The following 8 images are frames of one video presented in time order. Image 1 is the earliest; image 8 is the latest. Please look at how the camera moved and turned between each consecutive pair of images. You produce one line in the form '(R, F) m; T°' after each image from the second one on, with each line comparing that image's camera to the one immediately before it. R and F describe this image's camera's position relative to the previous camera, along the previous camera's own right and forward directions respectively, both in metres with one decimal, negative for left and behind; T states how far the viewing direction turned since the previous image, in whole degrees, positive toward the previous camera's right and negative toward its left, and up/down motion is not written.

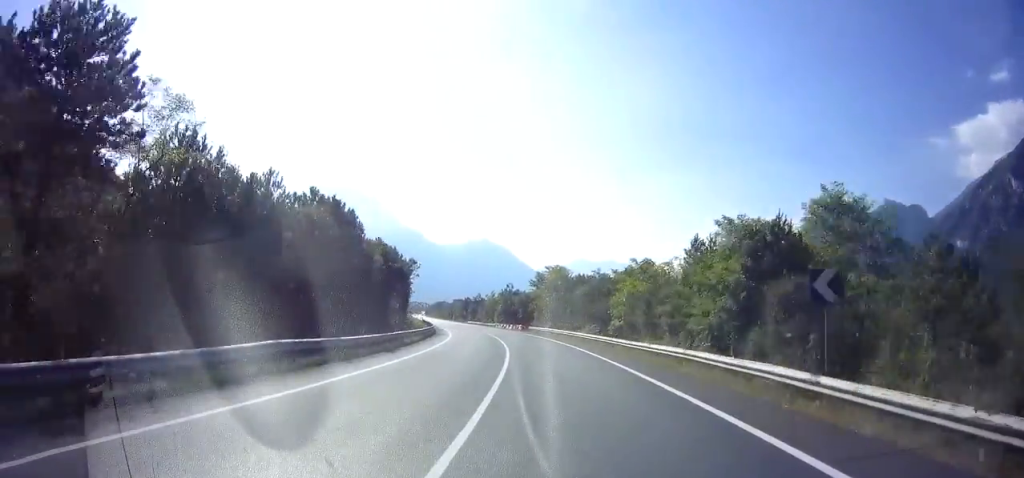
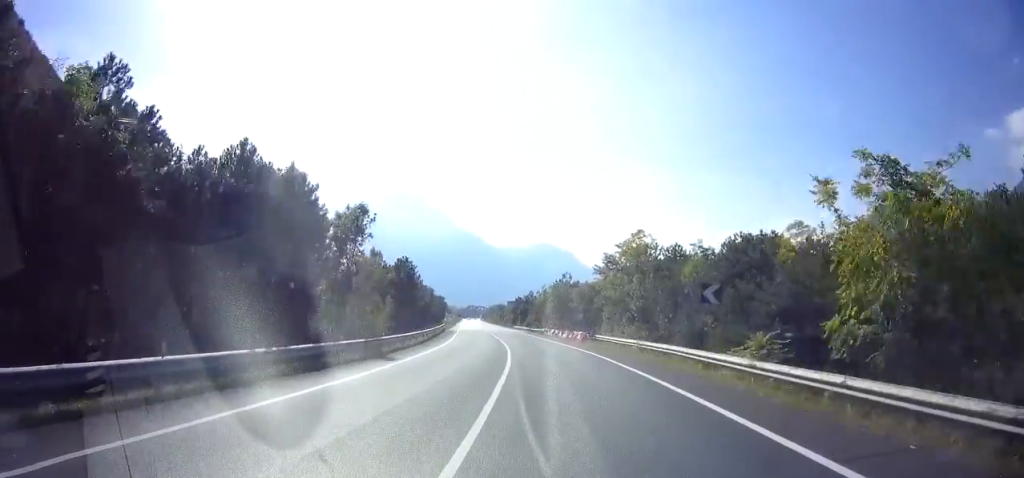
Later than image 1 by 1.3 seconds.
(-2.2, +27.6) m; -8°
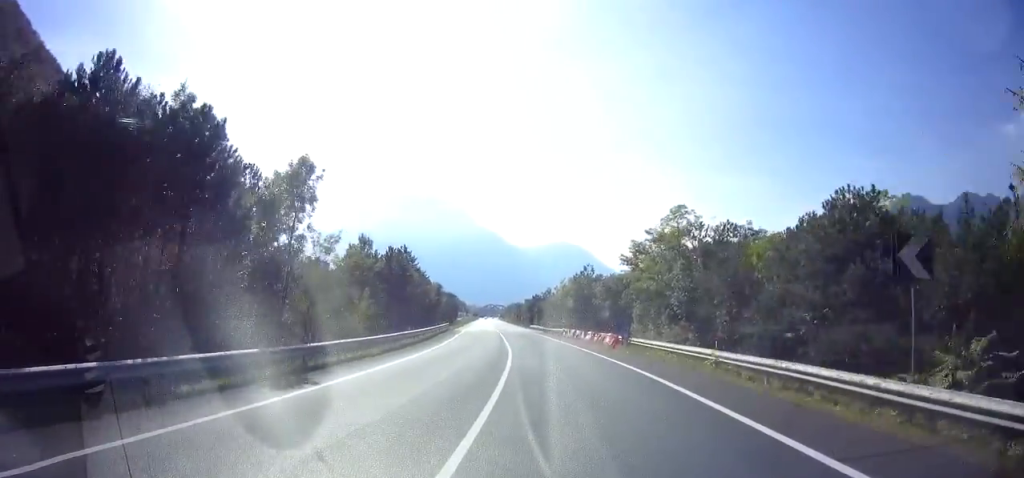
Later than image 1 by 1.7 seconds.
(-0.3, +9.2) m; -2°
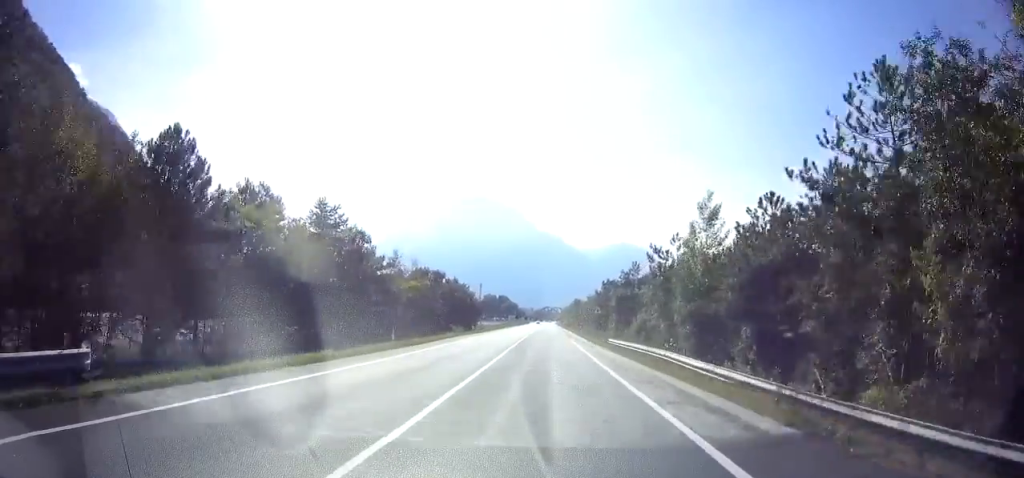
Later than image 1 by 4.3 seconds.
(-3.4, +52.6) m; -5°
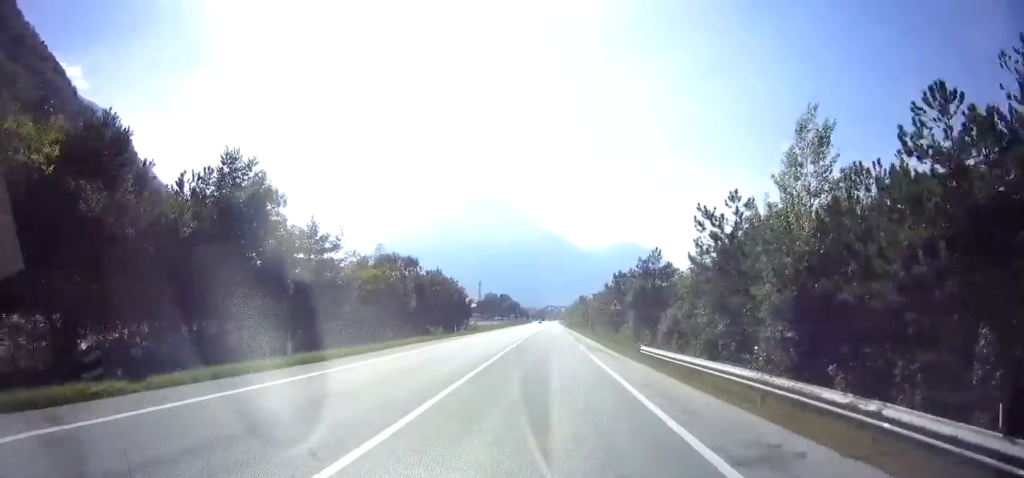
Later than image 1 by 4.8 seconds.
(0.0, +10.8) m; -1°
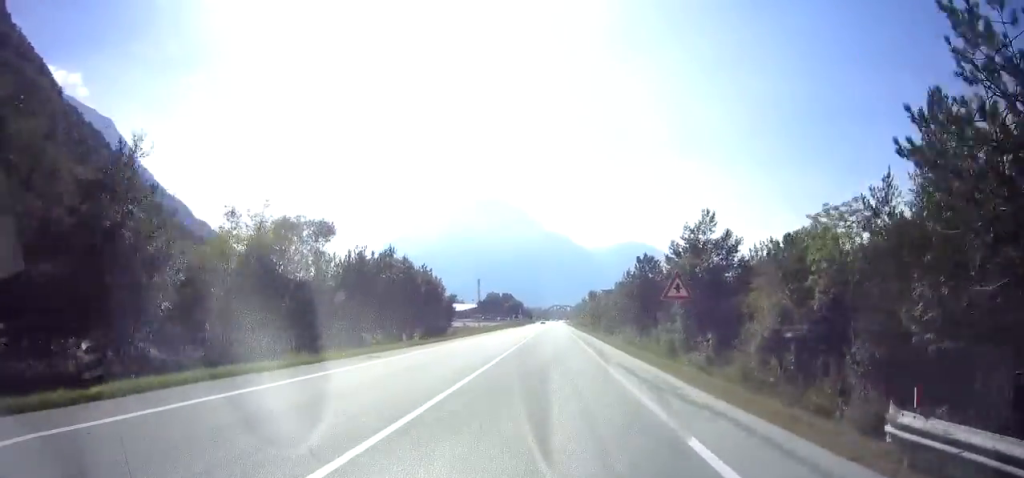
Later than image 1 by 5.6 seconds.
(-0.1, +16.7) m; 0°
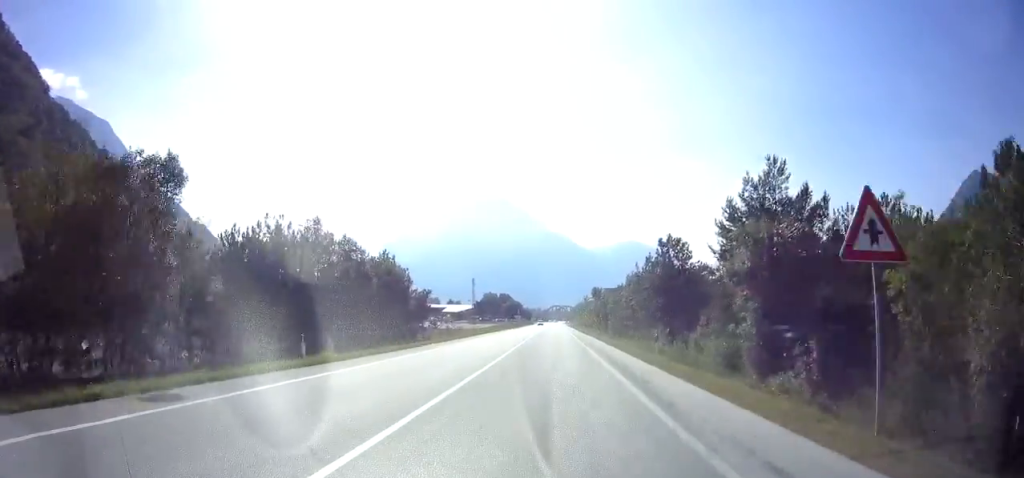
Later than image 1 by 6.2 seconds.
(-0.2, +11.3) m; 0°
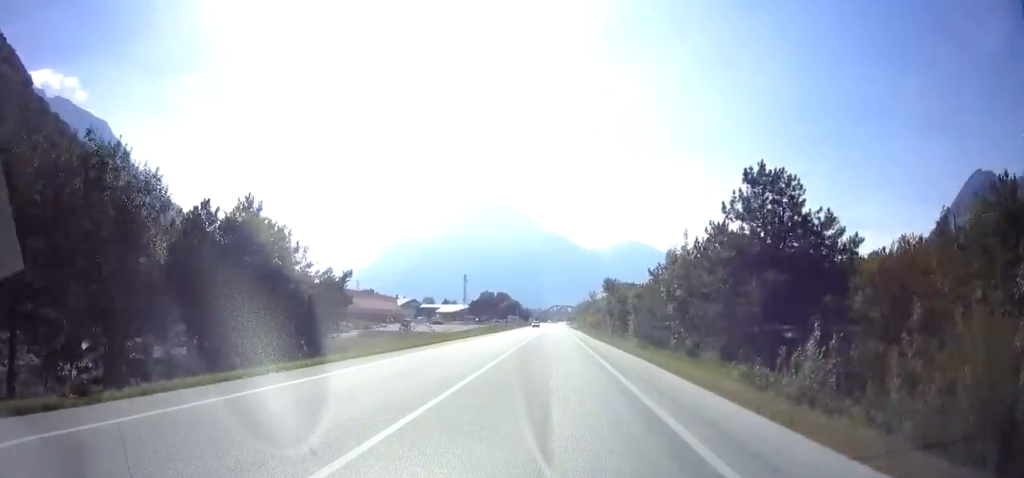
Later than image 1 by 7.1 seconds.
(+0.3, +18.4) m; 0°
